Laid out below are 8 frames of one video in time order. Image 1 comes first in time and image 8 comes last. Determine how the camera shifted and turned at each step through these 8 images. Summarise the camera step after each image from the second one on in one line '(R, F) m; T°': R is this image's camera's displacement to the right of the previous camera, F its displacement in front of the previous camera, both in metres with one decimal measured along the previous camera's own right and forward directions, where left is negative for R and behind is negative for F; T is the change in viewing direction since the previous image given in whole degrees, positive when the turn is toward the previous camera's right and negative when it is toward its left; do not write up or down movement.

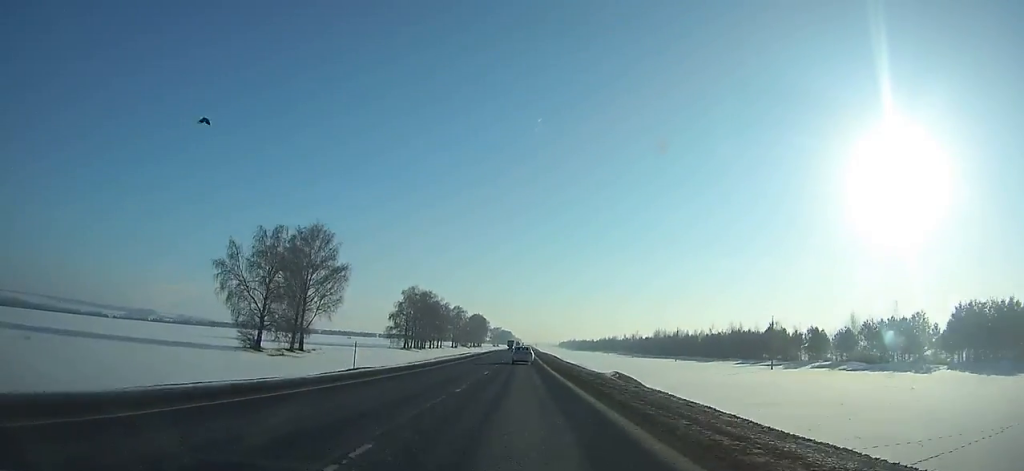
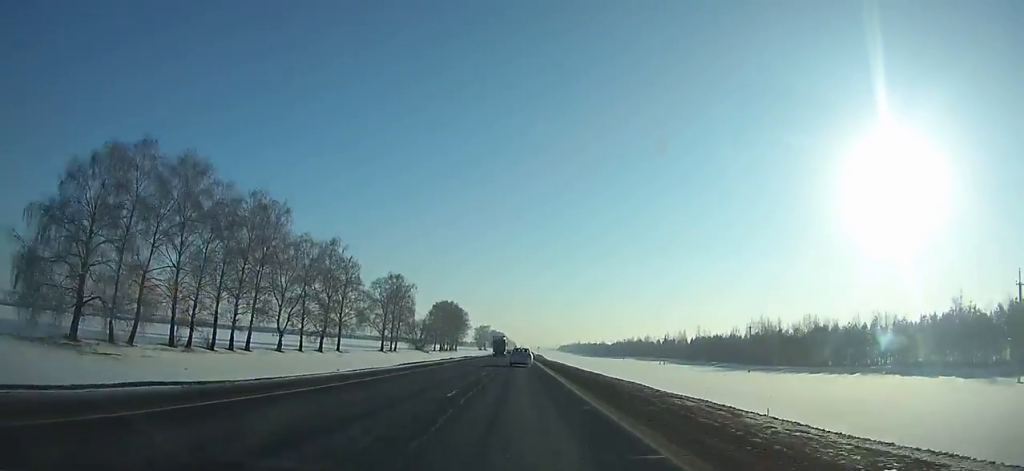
(+0.5, +121.6) m; 0°
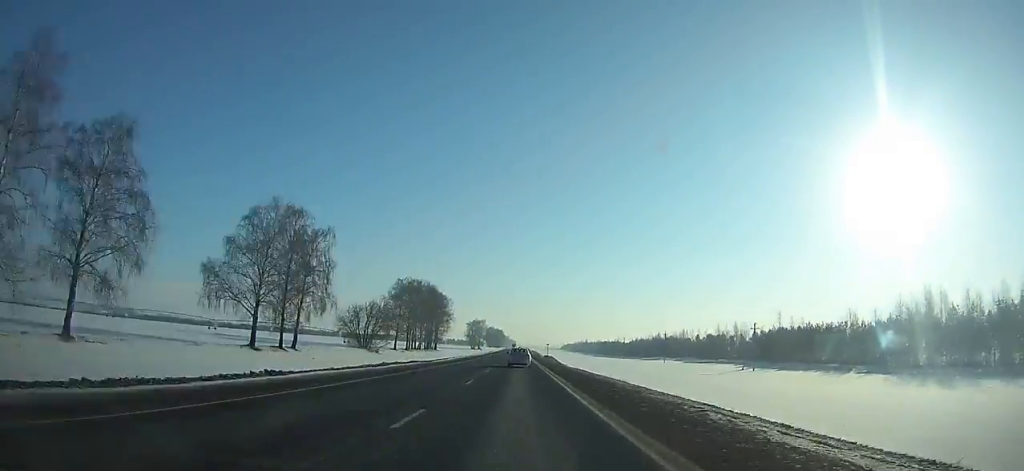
(-0.1, +66.7) m; 0°
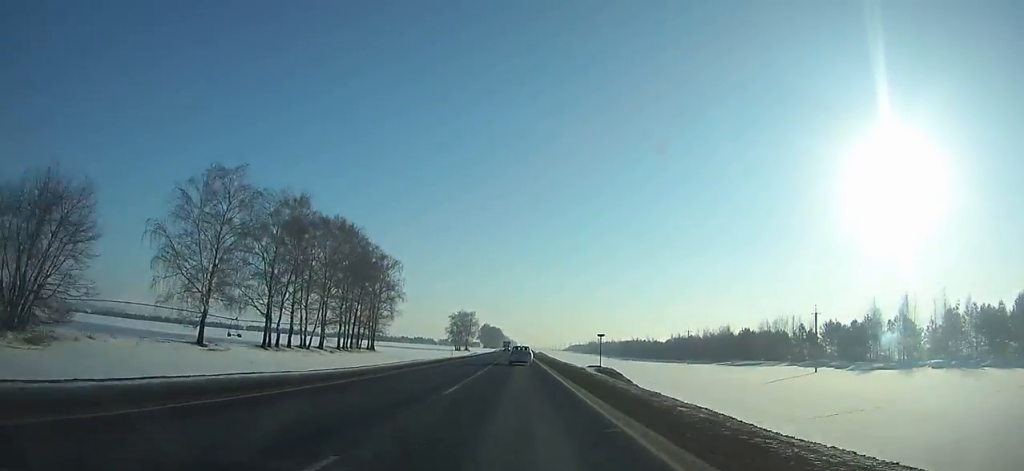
(-0.1, +88.8) m; 0°
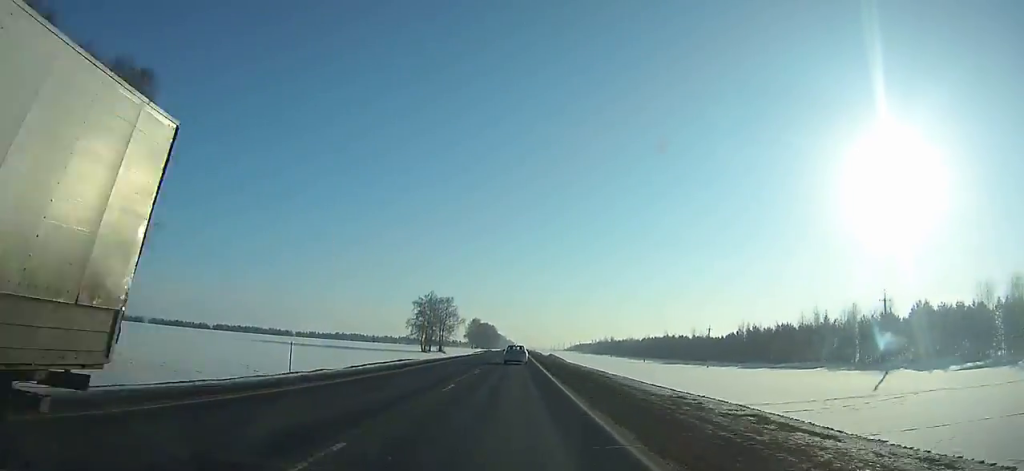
(-0.1, +83.8) m; 0°
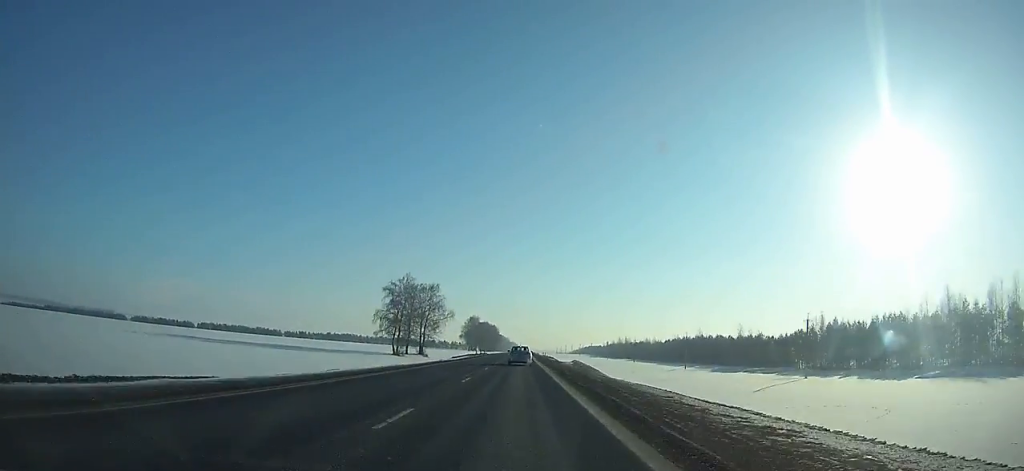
(0.0, +44.4) m; 0°
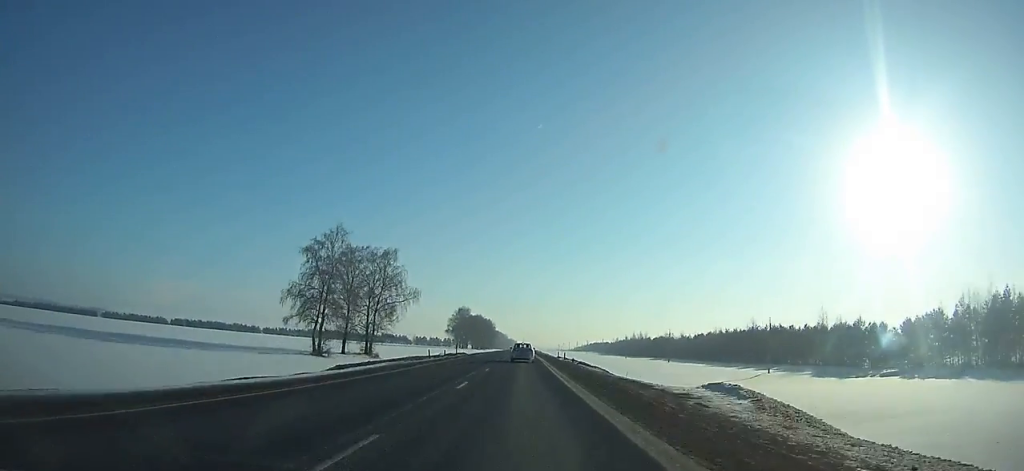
(0.0, +51.8) m; 0°
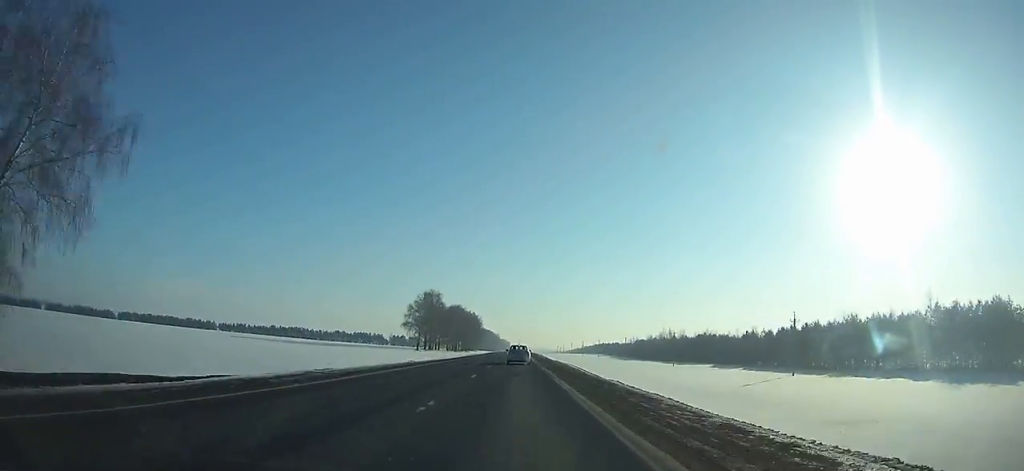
(+0.1, +78.8) m; 0°
